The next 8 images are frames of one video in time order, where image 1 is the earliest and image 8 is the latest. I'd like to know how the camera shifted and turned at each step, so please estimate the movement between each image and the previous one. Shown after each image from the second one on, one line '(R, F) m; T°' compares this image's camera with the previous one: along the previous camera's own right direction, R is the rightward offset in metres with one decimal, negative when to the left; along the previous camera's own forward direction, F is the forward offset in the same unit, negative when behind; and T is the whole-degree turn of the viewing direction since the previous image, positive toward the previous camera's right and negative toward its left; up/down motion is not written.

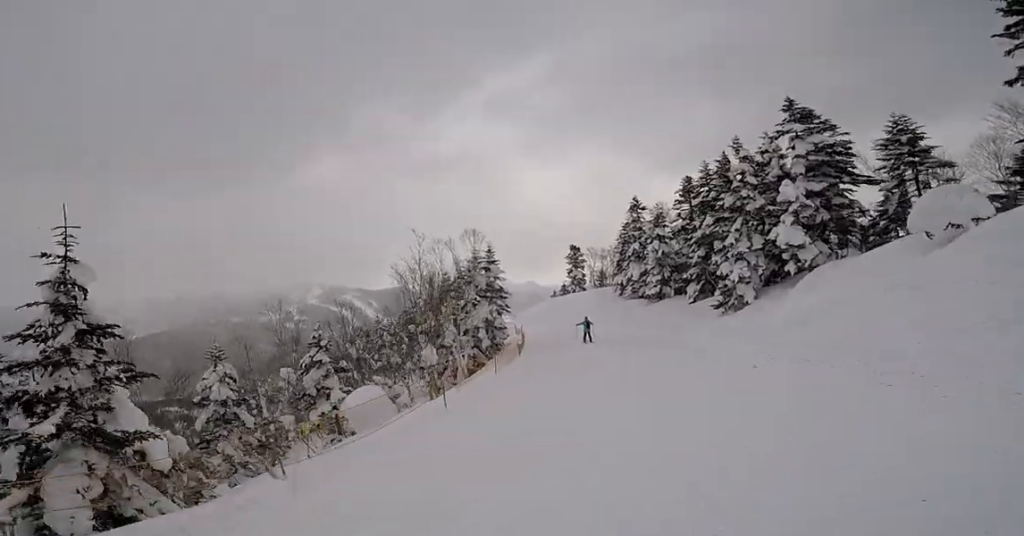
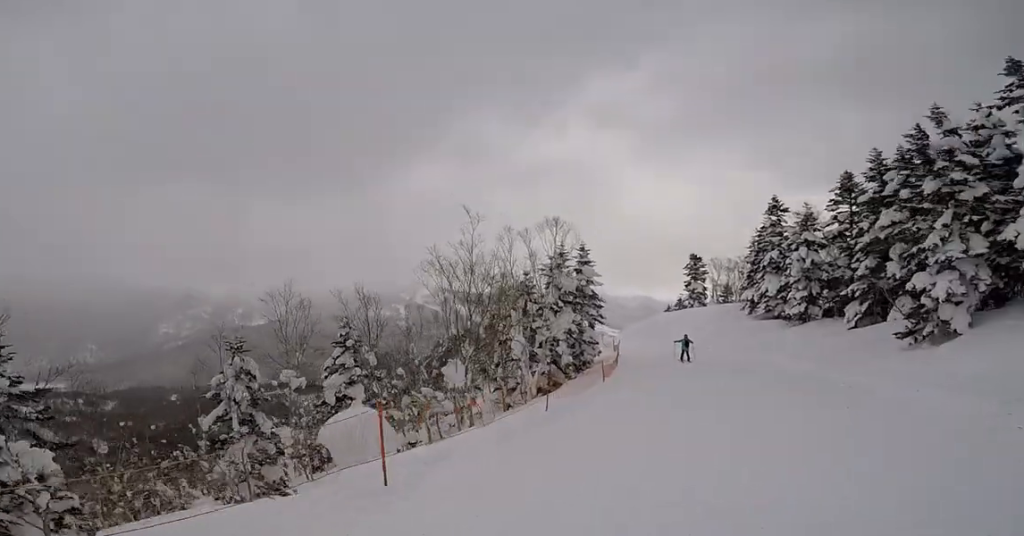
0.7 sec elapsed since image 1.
(0.0, +4.8) m; 0°
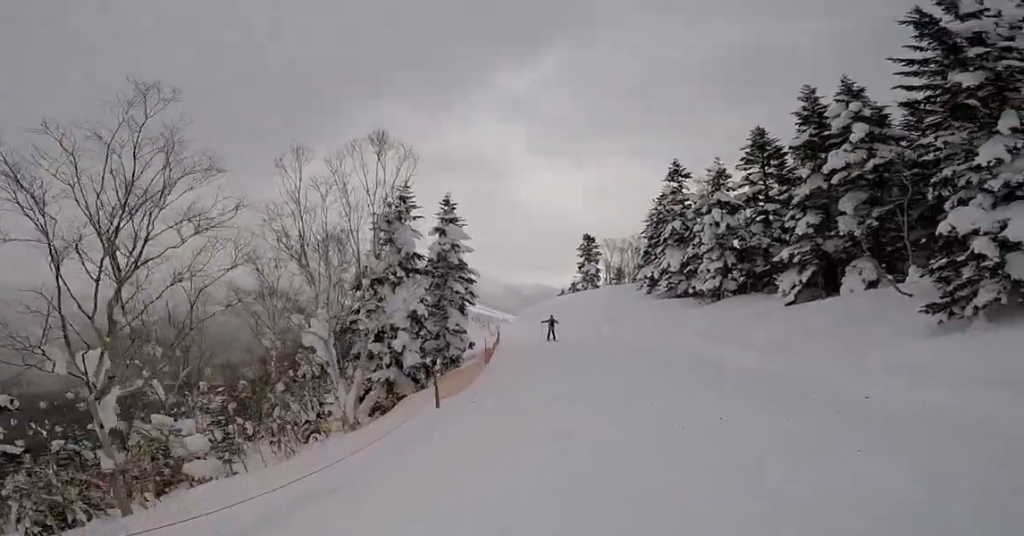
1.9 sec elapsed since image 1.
(0.0, +8.2) m; 0°
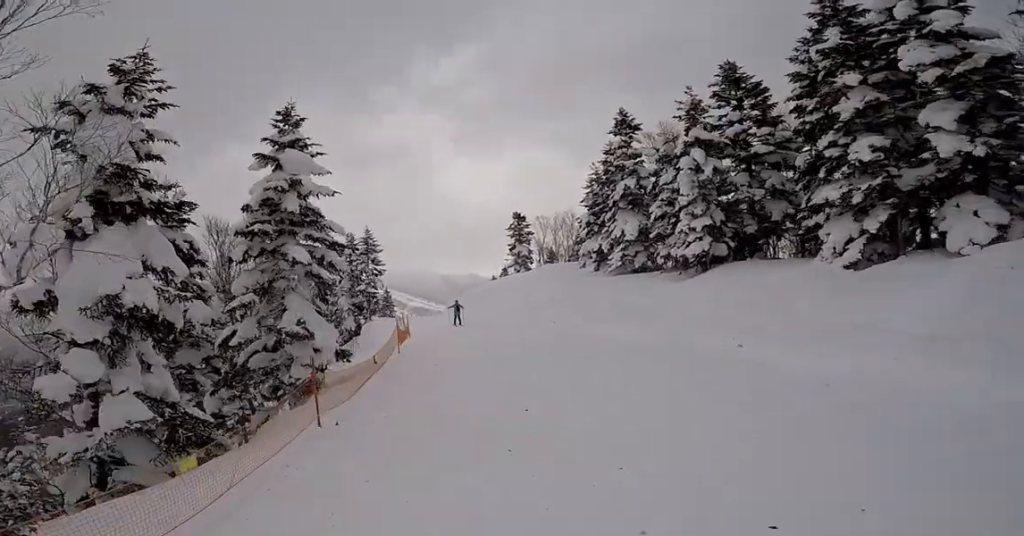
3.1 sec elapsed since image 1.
(0.0, +8.1) m; 0°
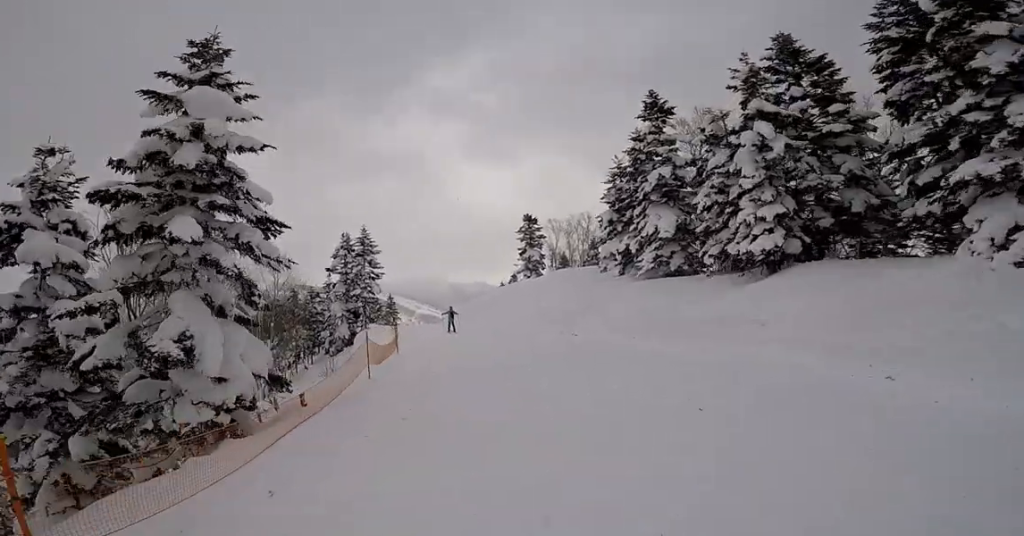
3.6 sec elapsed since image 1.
(0.0, +3.9) m; 0°
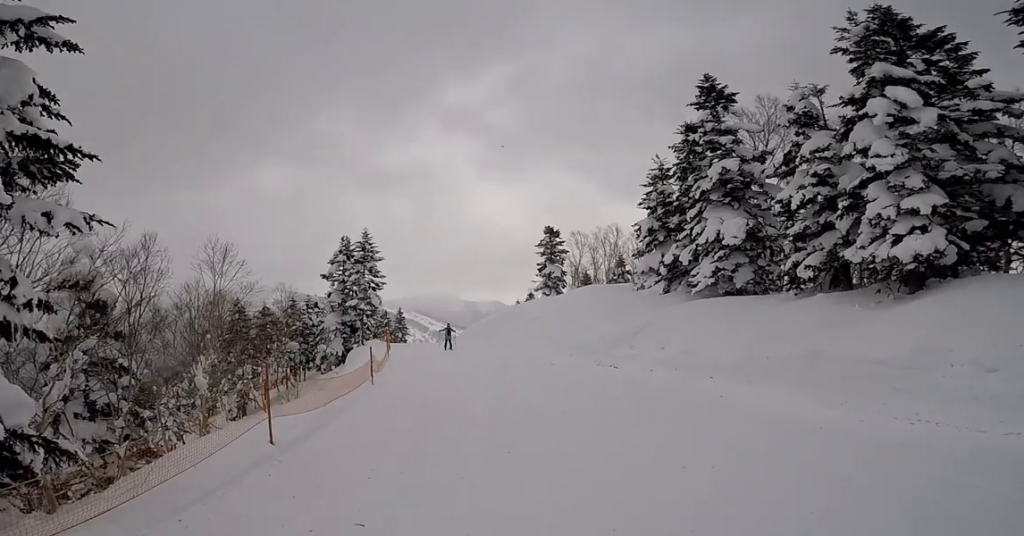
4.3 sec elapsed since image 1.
(0.0, +4.4) m; -1°
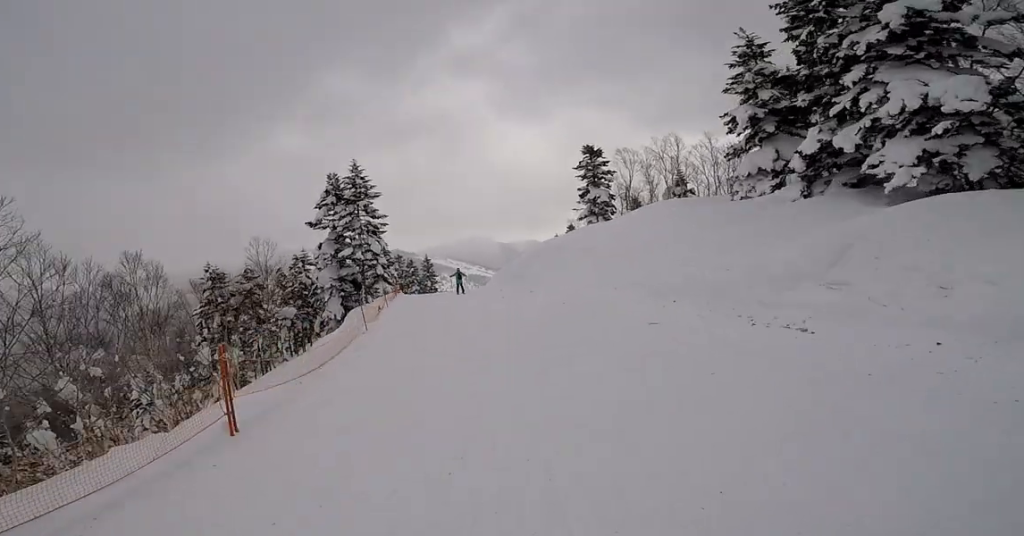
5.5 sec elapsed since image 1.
(-0.2, +6.8) m; -9°
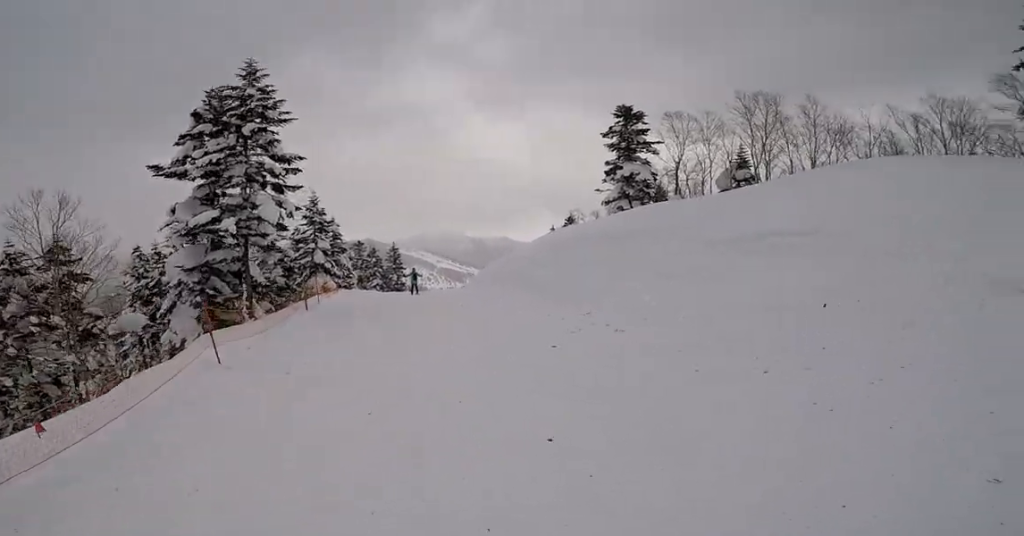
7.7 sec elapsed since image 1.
(0.0, +11.8) m; -5°
